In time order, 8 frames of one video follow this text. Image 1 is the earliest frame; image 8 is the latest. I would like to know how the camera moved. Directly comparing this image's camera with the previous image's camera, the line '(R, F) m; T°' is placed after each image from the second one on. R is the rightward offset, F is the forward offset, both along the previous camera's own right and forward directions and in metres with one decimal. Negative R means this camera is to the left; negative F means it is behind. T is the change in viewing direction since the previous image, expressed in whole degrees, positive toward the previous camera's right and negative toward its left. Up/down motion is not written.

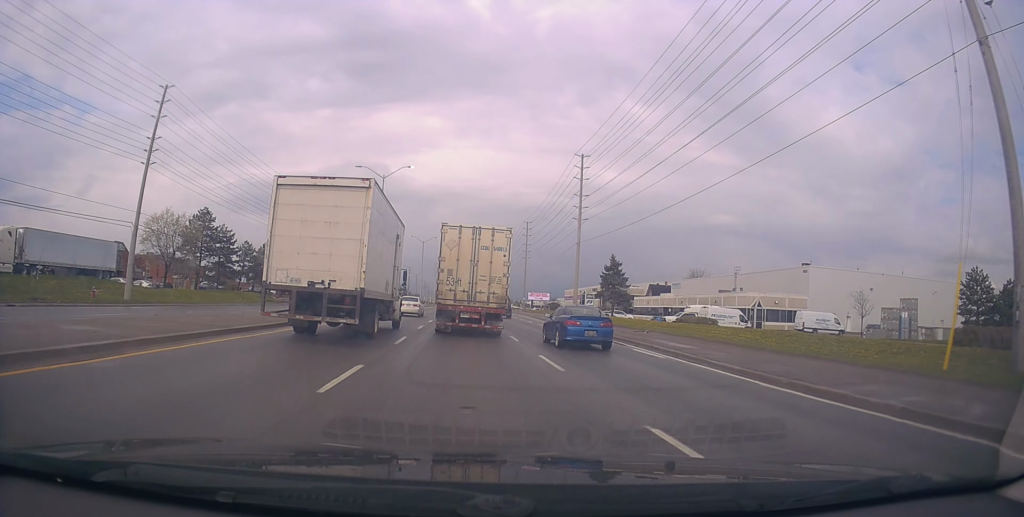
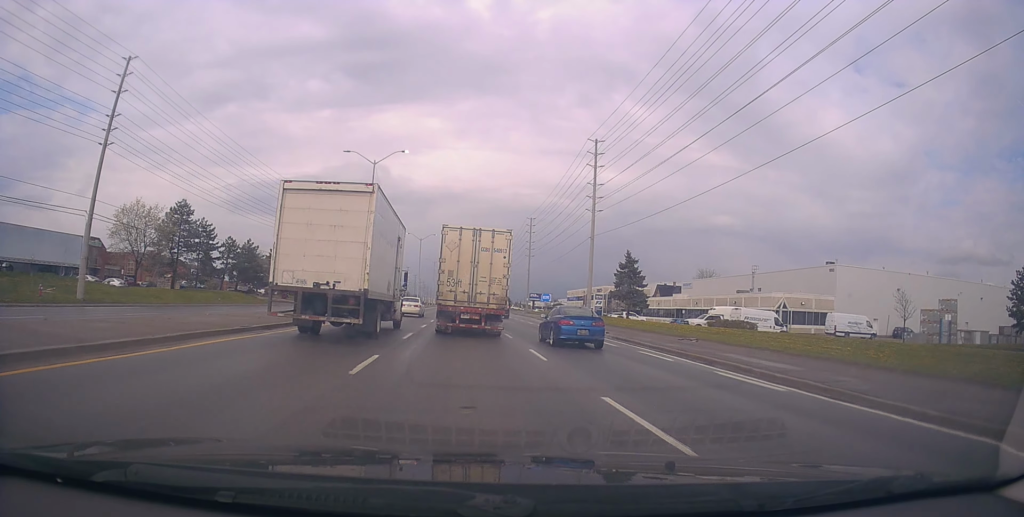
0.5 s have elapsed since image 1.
(0.0, +6.3) m; 0°
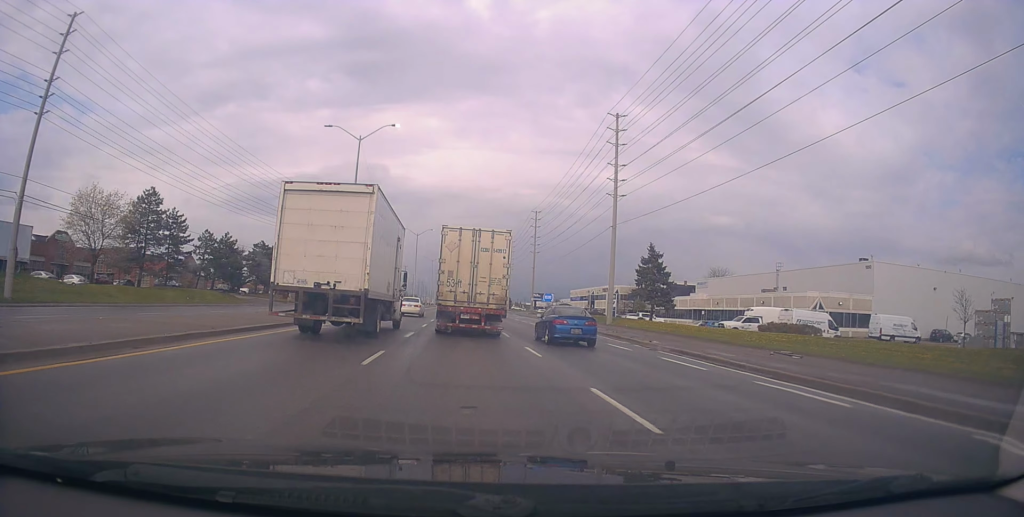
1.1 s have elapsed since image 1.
(-0.2, +7.7) m; +1°
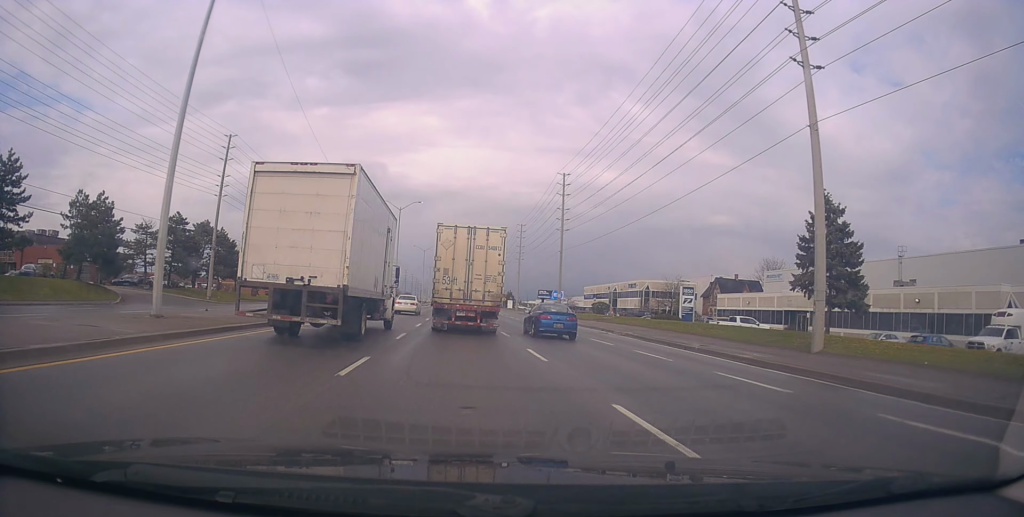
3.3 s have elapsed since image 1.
(+0.6, +27.3) m; -1°
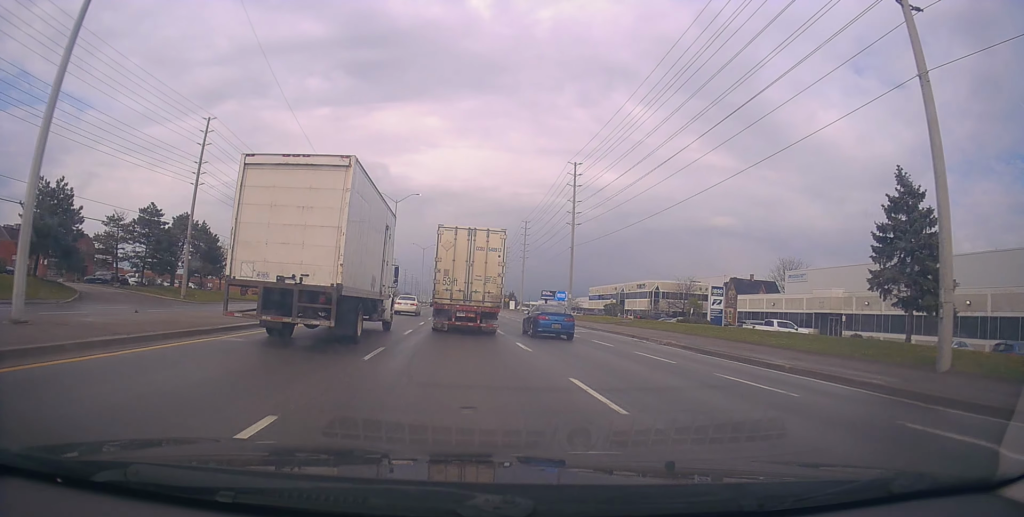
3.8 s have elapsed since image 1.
(-0.1, +5.9) m; +1°
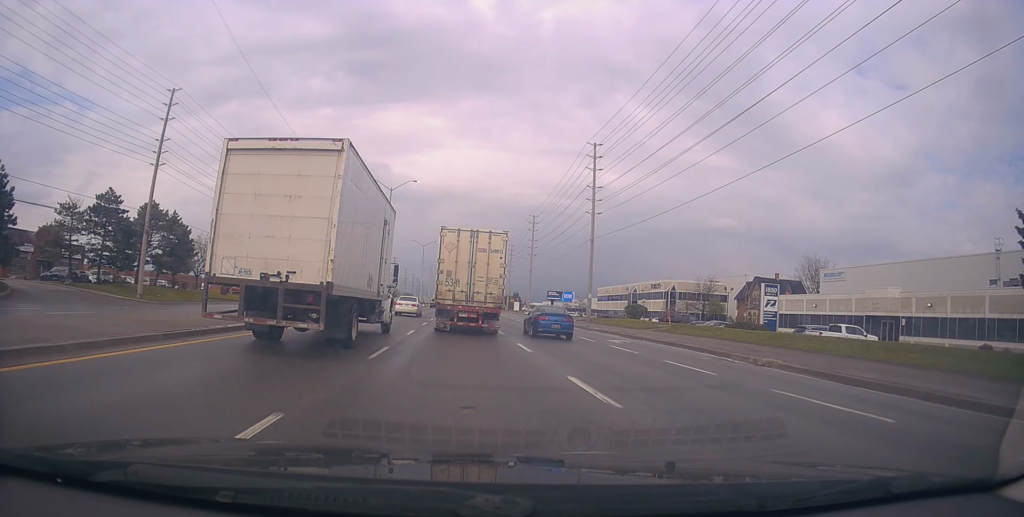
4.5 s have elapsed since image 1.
(-0.1, +8.7) m; +1°
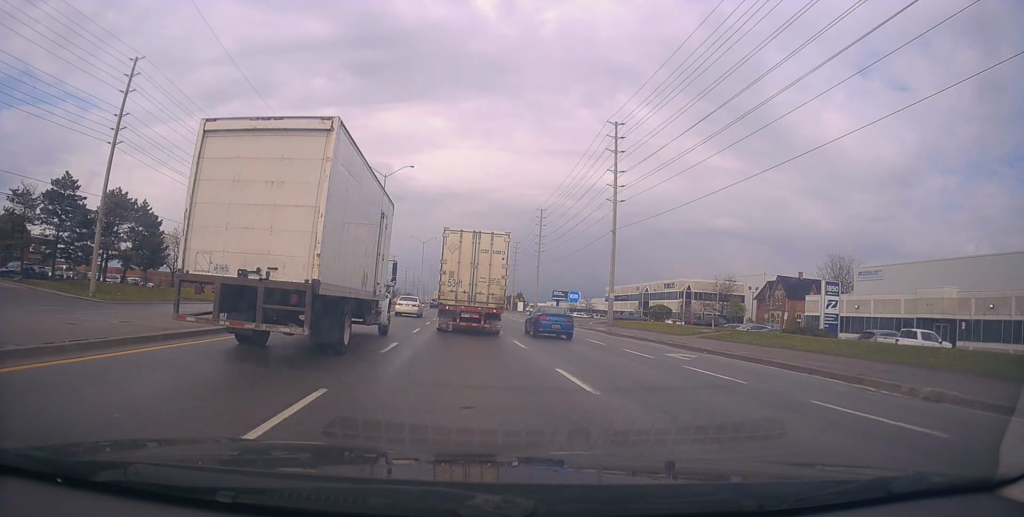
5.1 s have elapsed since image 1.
(+0.4, +6.9) m; +1°
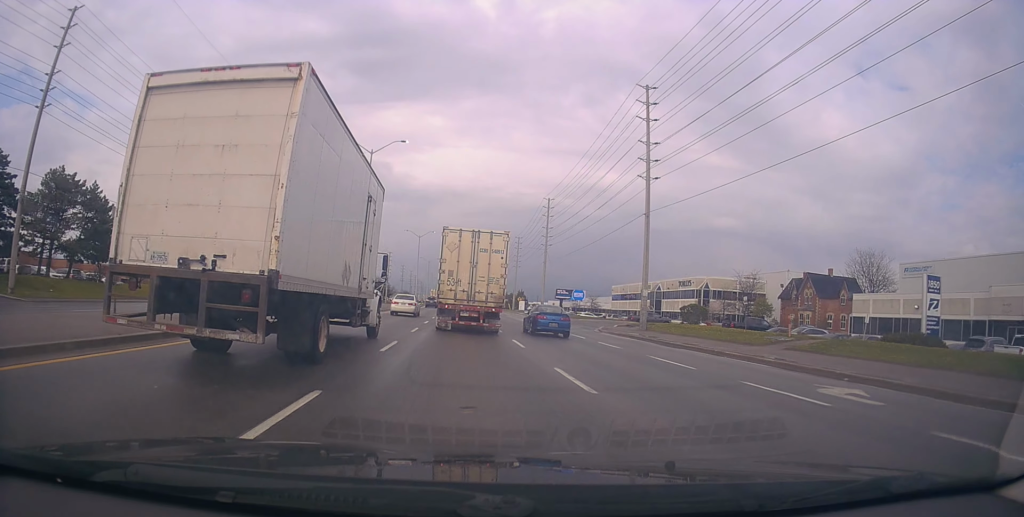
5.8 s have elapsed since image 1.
(0.0, +8.8) m; -1°
